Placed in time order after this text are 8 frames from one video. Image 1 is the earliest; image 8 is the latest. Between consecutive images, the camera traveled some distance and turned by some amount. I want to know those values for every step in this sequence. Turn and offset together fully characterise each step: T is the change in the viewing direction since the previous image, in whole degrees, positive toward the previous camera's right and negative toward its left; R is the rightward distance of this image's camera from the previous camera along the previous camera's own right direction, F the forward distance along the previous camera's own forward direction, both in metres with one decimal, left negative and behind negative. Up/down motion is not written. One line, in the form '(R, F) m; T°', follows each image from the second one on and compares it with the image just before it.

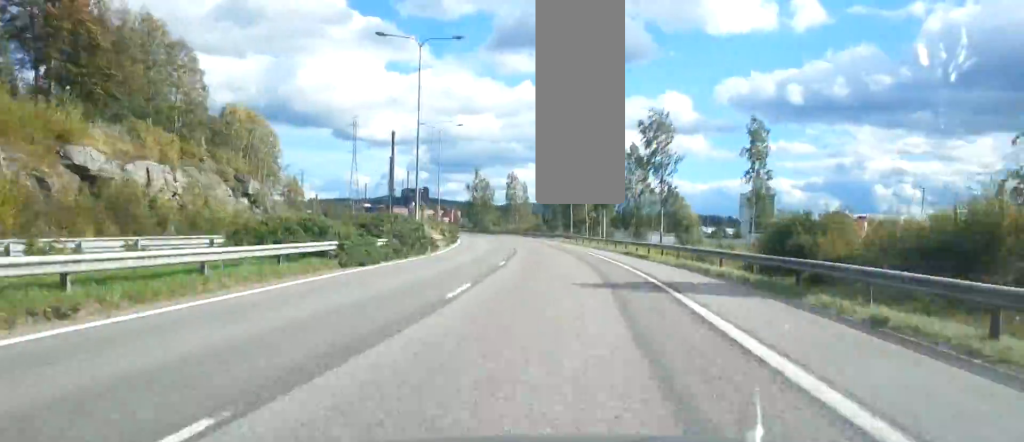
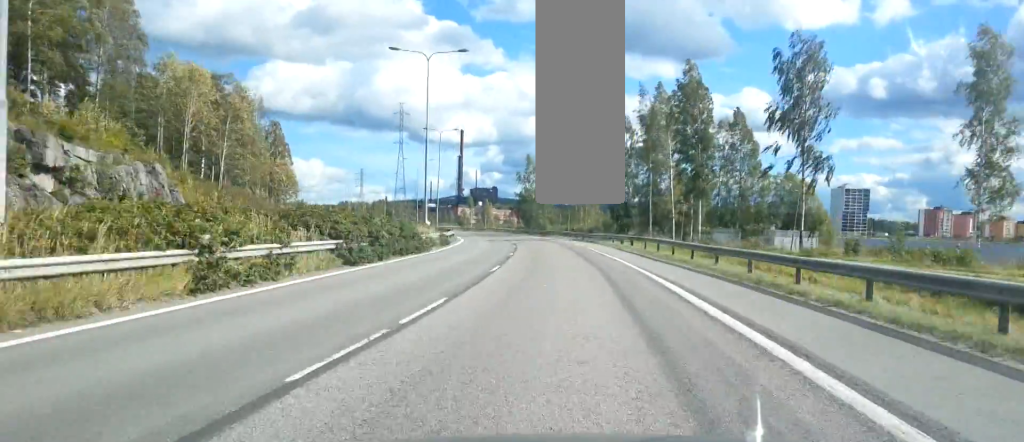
(-1.3, +39.7) m; -4°
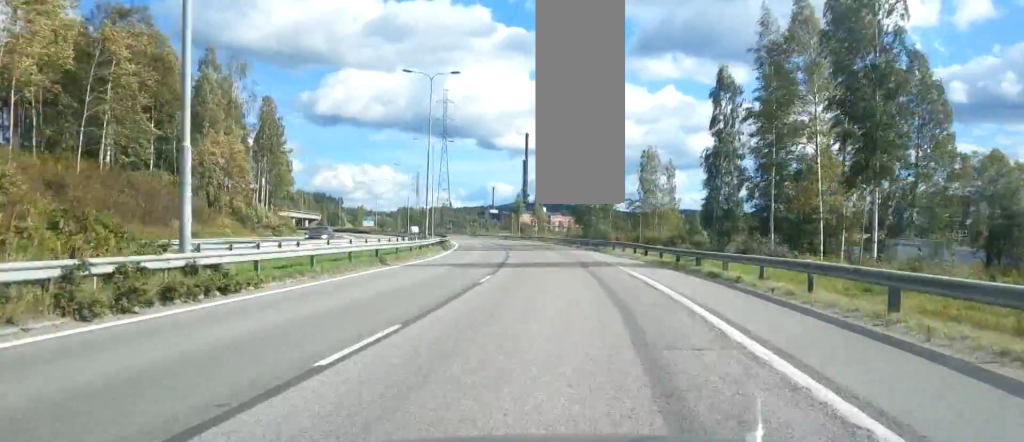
(-1.4, +38.1) m; -5°
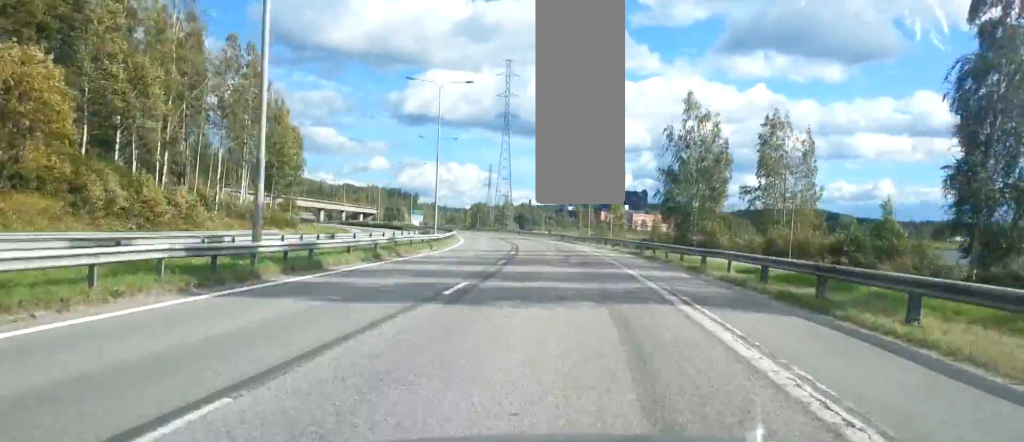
(-2.4, +40.0) m; -6°
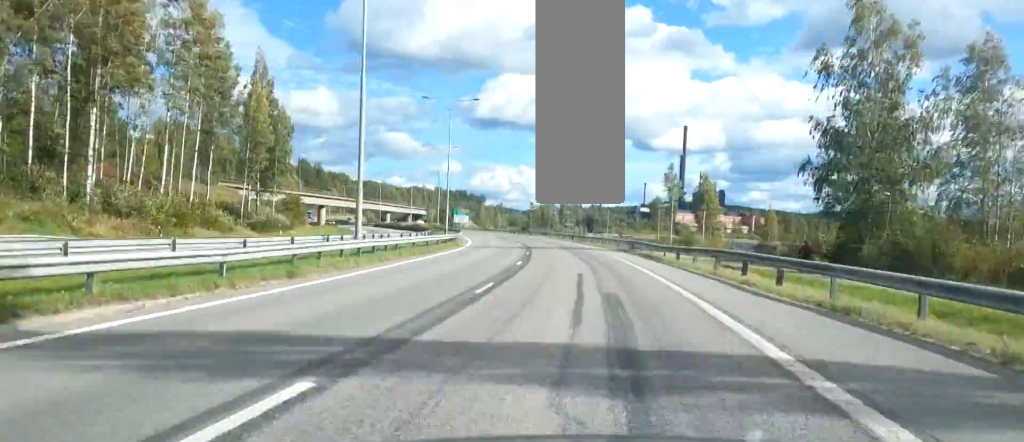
(-1.3, +34.6) m; -5°
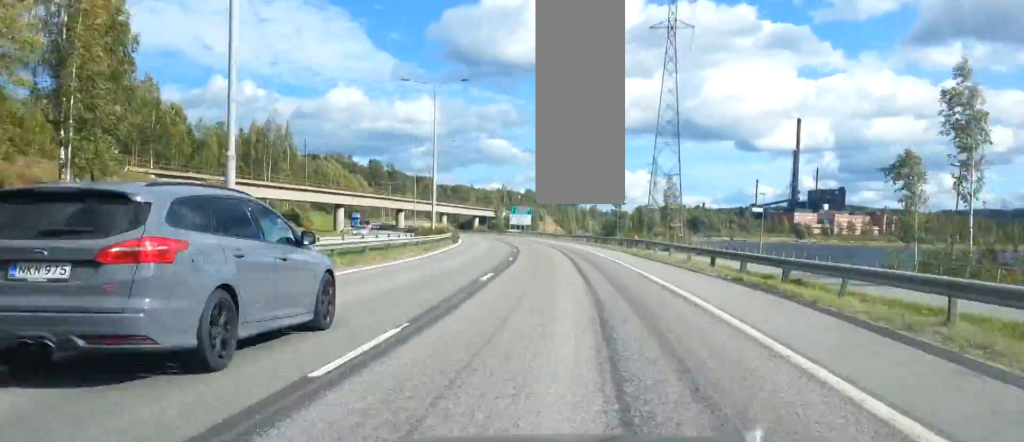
(-2.9, +57.3) m; -7°
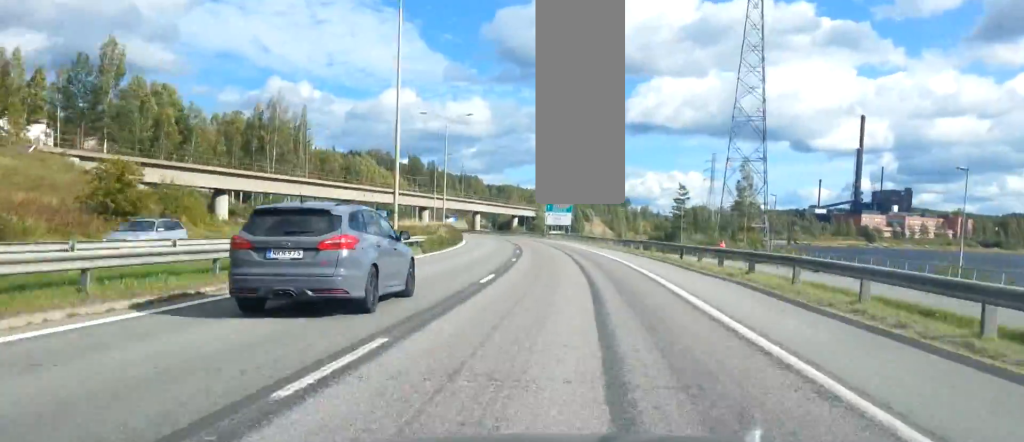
(-1.9, +26.8) m; -3°
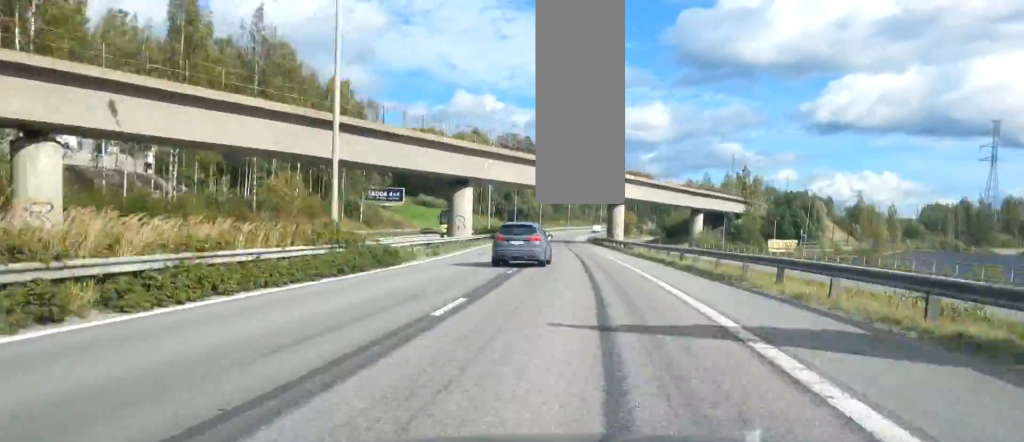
(-12.0, +112.6) m; -11°
